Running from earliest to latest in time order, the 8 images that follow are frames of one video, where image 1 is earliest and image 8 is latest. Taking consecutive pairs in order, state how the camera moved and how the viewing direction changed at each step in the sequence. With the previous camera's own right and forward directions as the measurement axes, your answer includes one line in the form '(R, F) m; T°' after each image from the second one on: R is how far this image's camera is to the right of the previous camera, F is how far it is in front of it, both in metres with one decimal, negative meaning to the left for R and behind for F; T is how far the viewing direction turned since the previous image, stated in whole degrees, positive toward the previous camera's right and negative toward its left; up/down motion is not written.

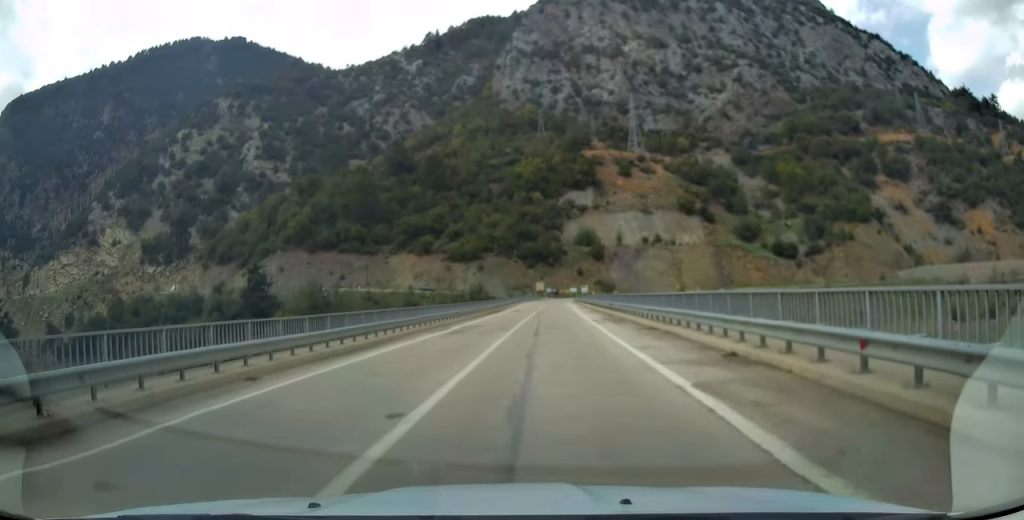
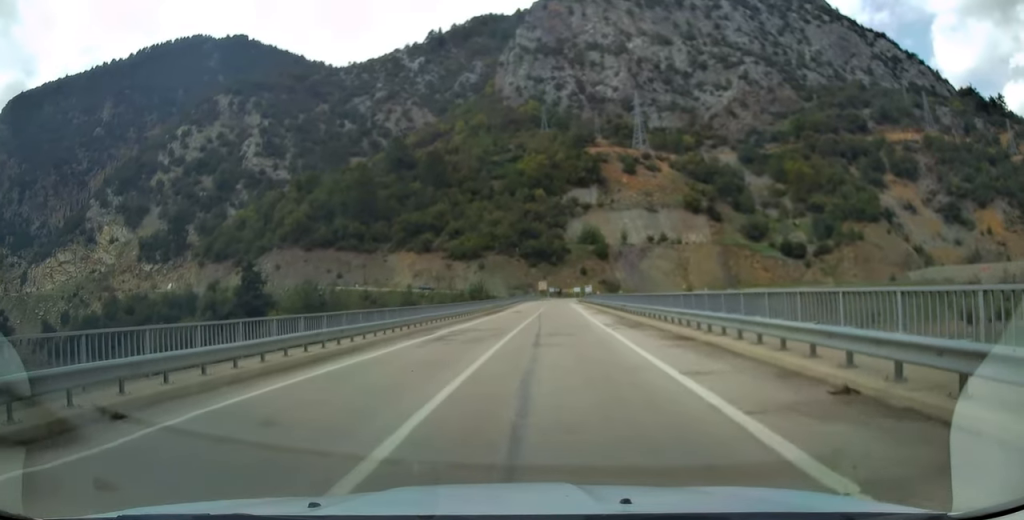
(-0.1, +4.6) m; -1°
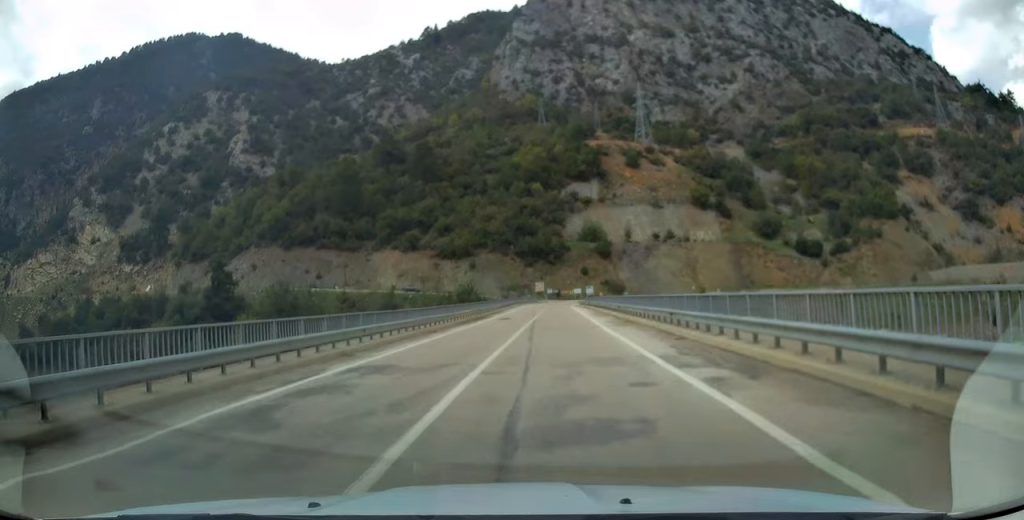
(-0.2, +13.6) m; 0°
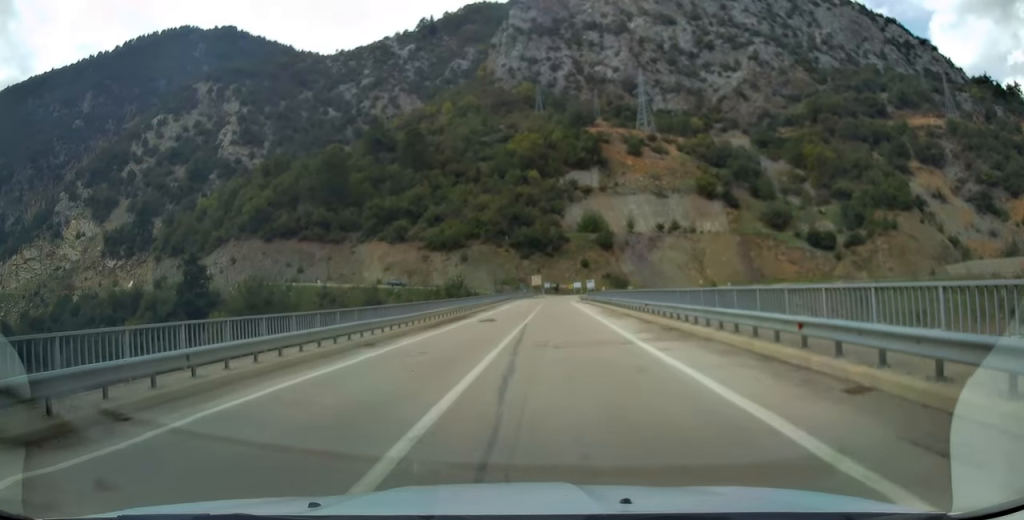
(+0.1, +10.3) m; +1°
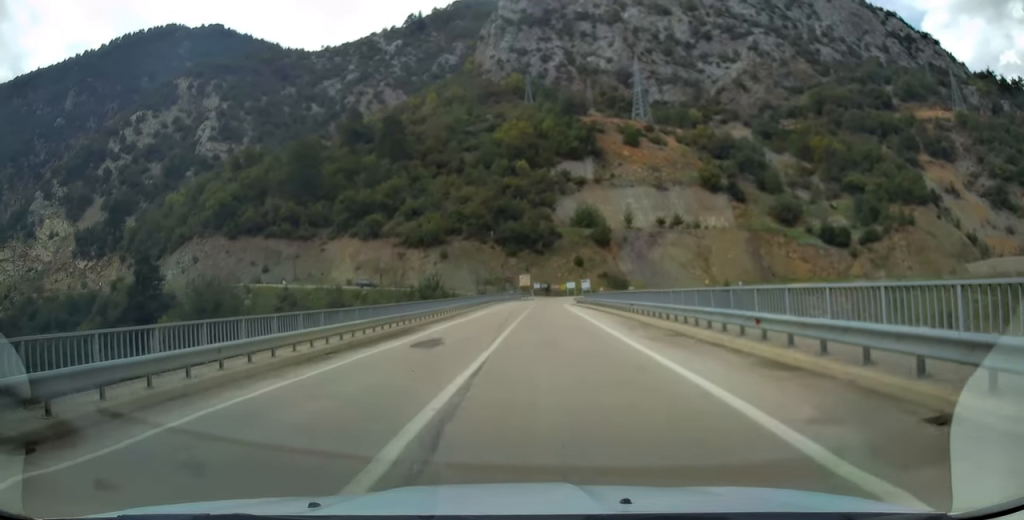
(+0.2, +14.6) m; +1°
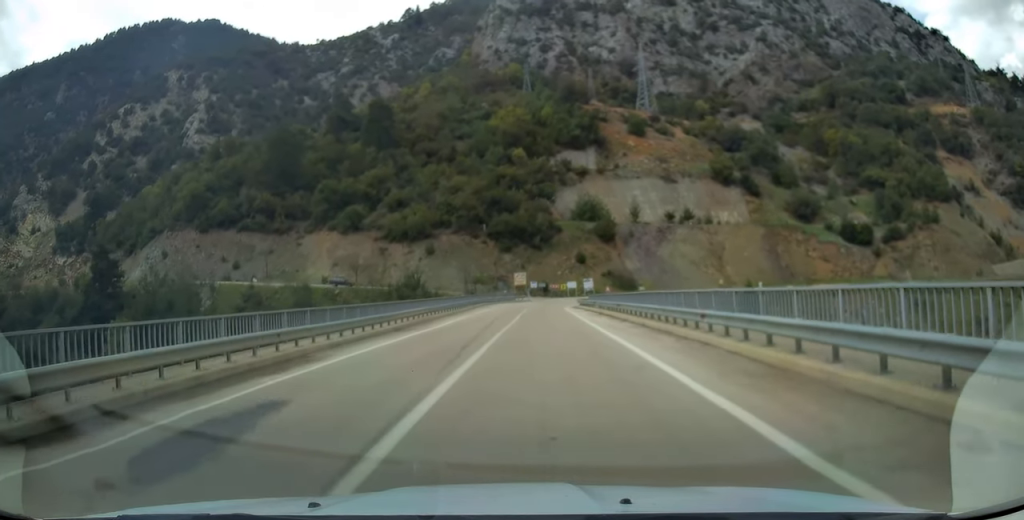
(-0.1, +12.6) m; 0°
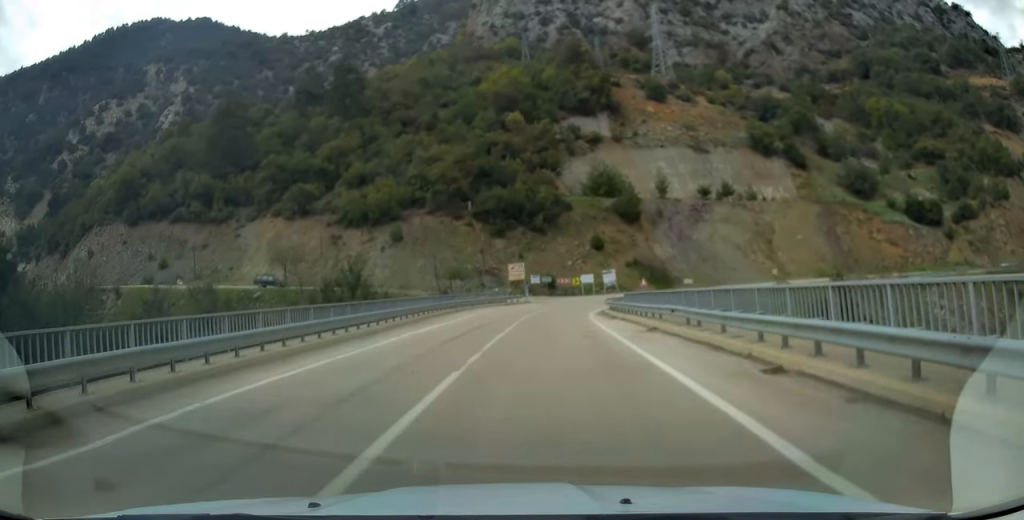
(-0.1, +27.5) m; 0°
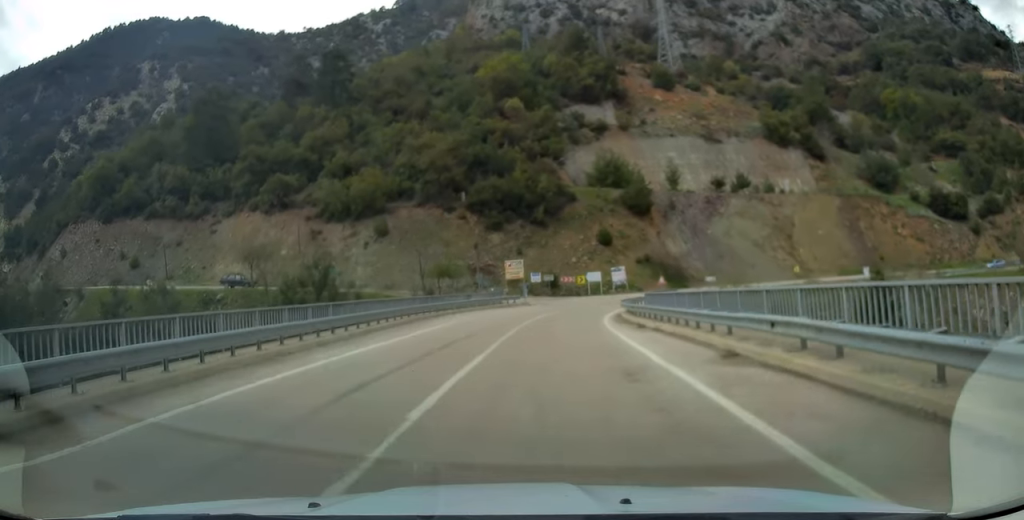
(0.0, +8.5) m; 0°
